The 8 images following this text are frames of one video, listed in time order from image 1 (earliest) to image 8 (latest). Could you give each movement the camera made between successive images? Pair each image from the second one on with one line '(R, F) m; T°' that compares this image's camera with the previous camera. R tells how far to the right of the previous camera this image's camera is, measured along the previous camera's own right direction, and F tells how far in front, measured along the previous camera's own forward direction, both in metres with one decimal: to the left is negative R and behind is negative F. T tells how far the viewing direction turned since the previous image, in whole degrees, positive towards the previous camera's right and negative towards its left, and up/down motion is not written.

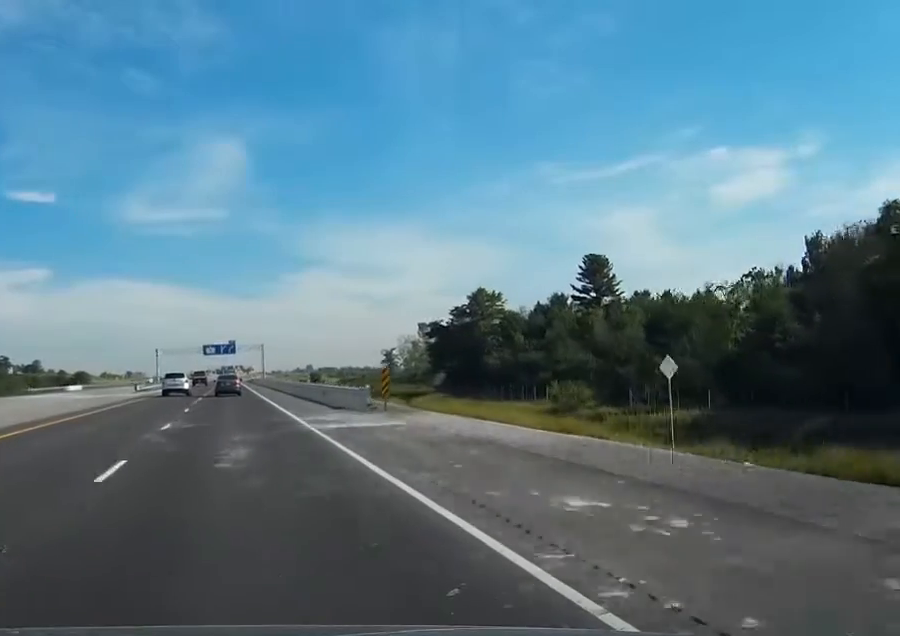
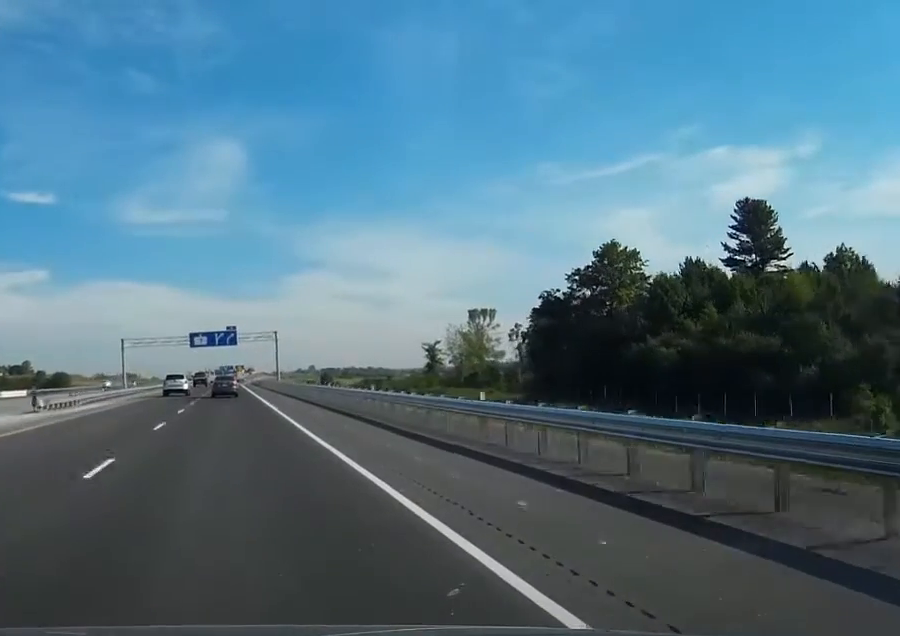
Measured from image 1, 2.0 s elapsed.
(+0.1, +59.0) m; 0°
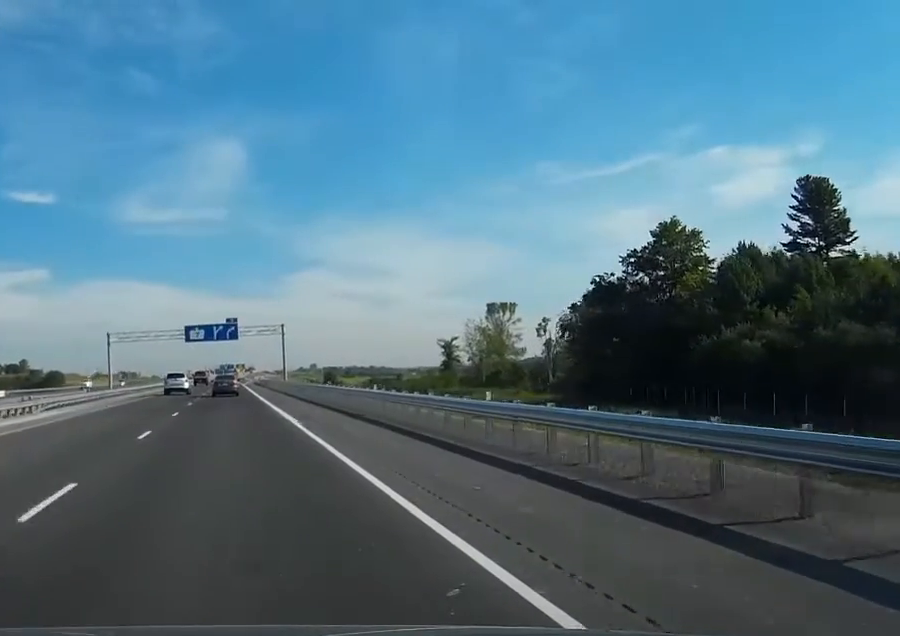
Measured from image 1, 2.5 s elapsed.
(0.0, +15.7) m; 0°
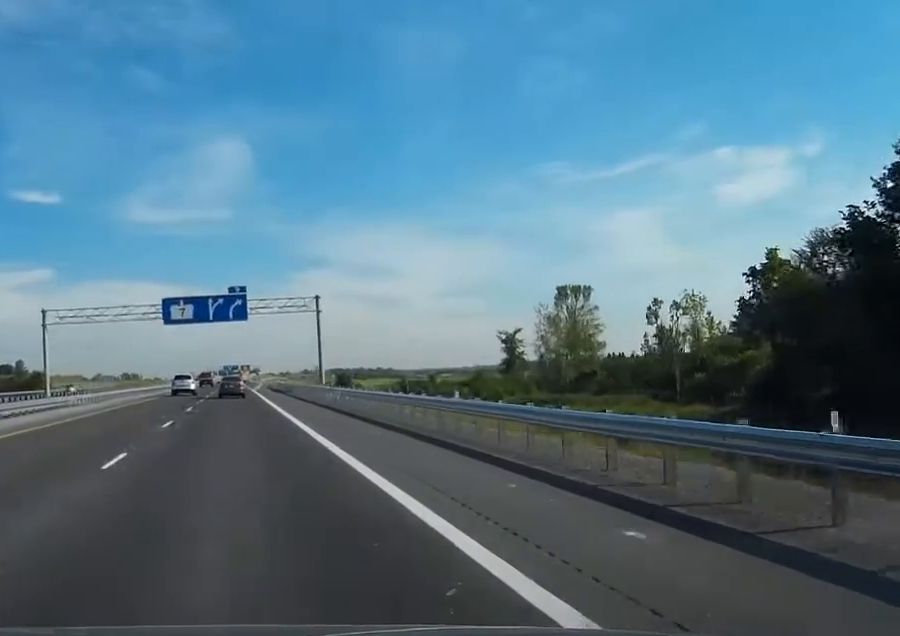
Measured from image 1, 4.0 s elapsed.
(0.0, +42.2) m; 0°
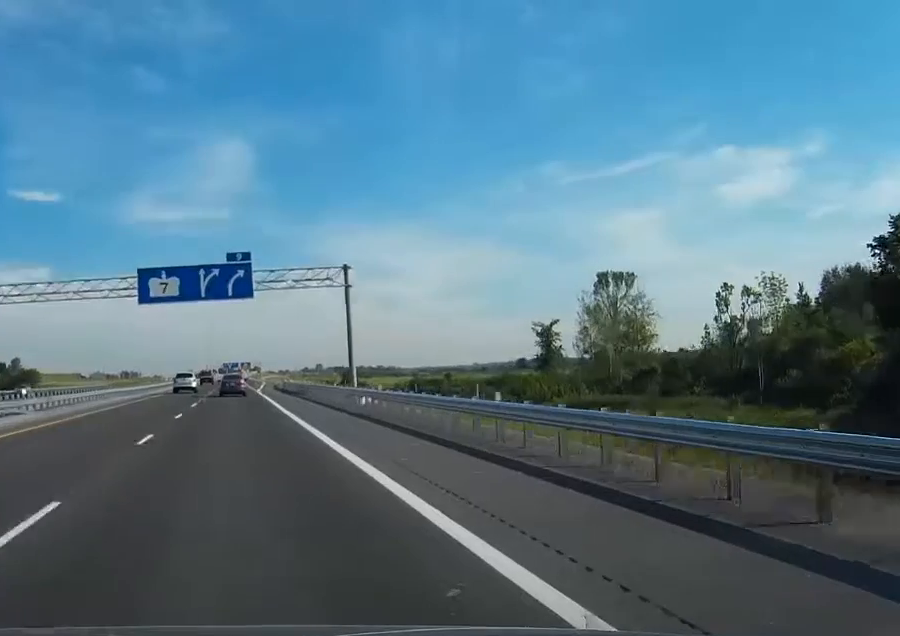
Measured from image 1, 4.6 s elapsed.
(-0.1, +18.6) m; 0°
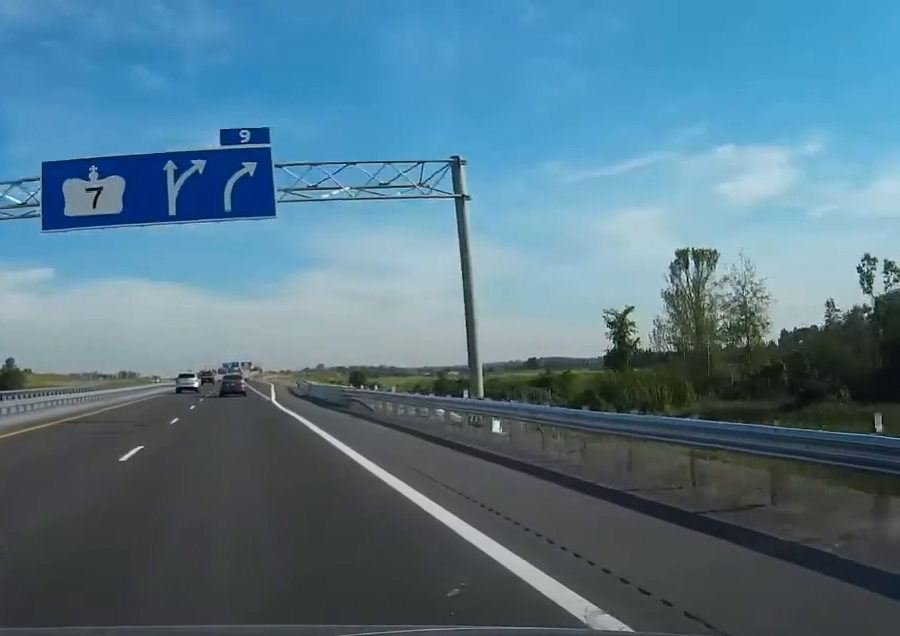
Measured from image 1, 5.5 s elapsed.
(+0.2, +27.6) m; 0°
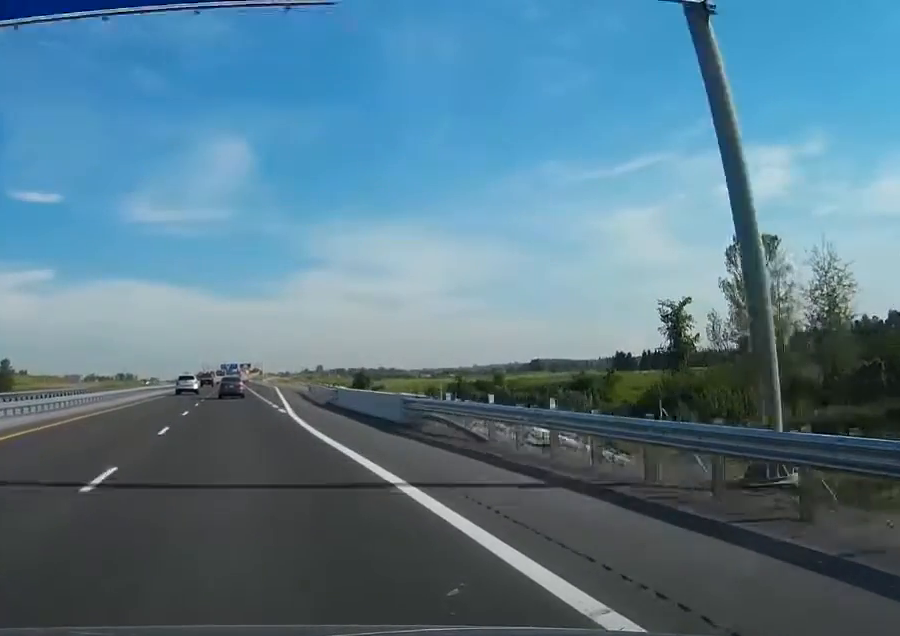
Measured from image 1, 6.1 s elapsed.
(0.0, +15.8) m; 0°
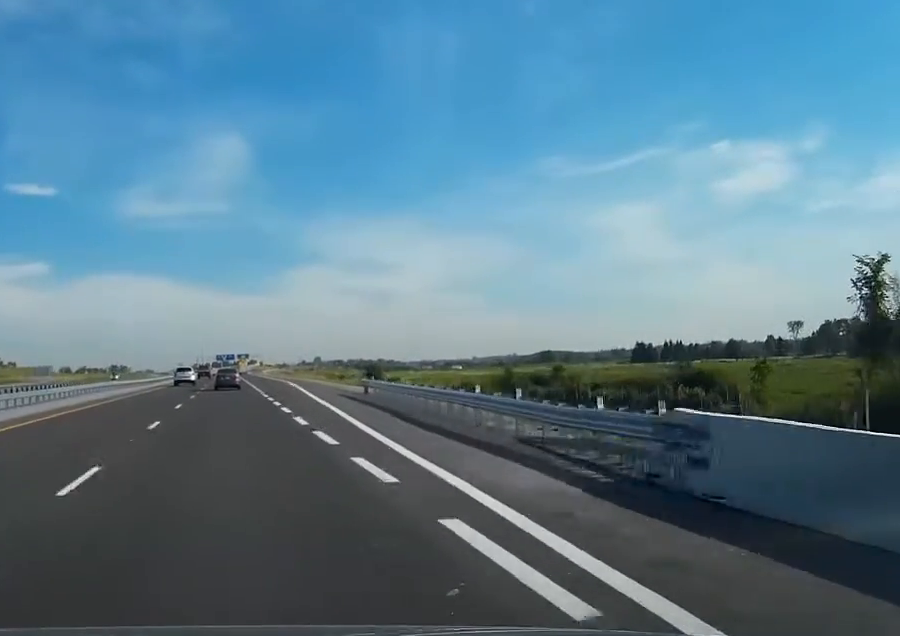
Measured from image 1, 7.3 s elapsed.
(0.0, +36.7) m; 0°
